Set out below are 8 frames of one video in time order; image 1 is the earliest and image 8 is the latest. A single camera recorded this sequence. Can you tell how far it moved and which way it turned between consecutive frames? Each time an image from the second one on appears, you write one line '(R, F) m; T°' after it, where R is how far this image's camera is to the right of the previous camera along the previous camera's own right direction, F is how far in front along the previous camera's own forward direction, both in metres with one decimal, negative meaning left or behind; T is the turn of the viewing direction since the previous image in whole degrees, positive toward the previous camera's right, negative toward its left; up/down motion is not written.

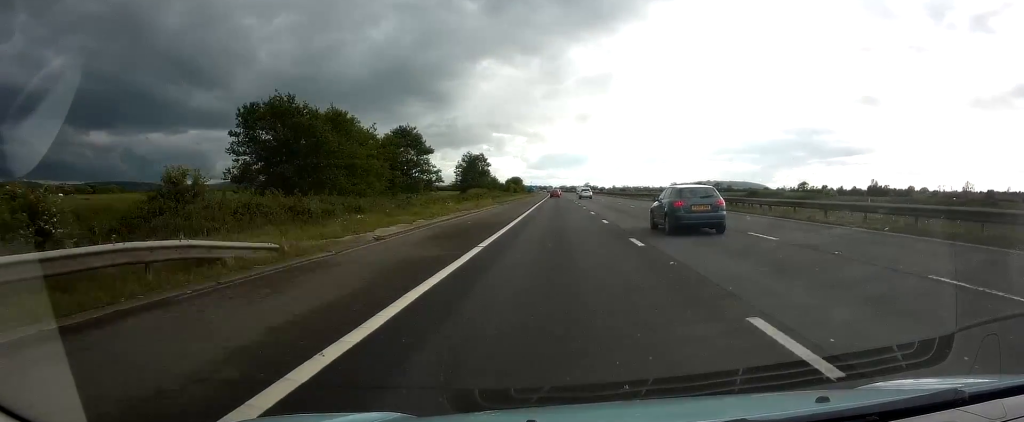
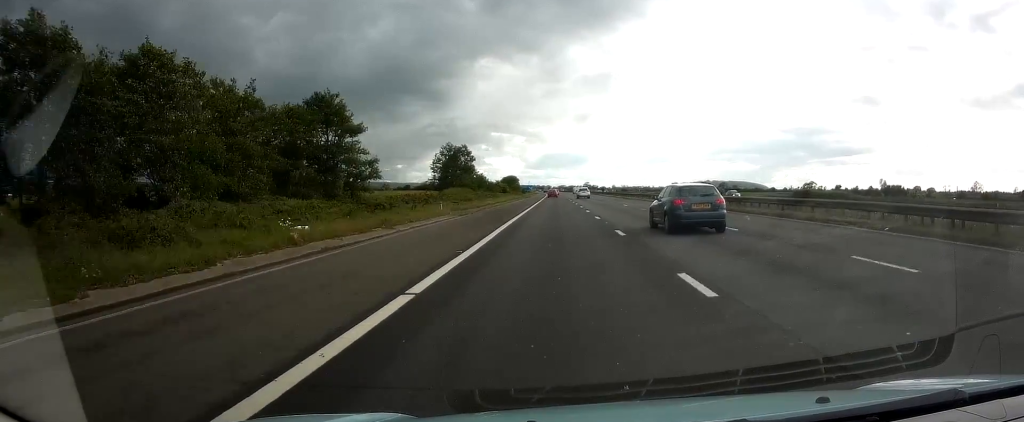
(0.0, +24.1) m; 0°
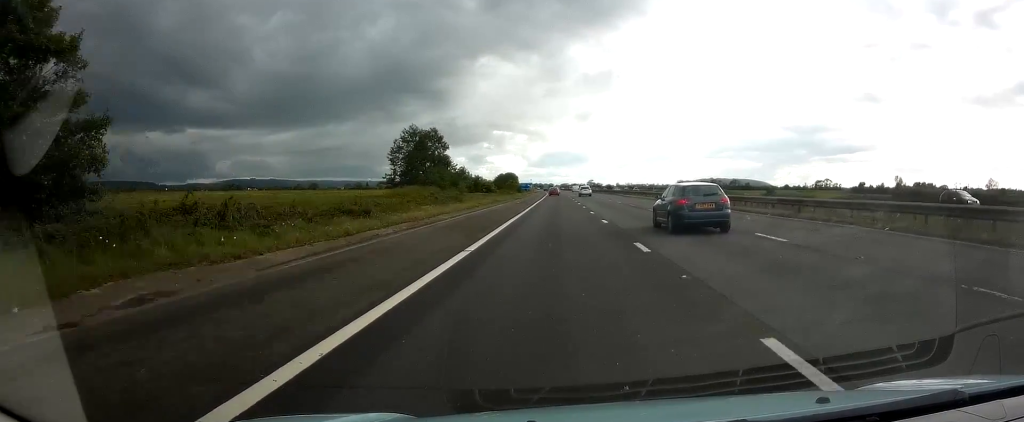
(-0.2, +30.5) m; 0°
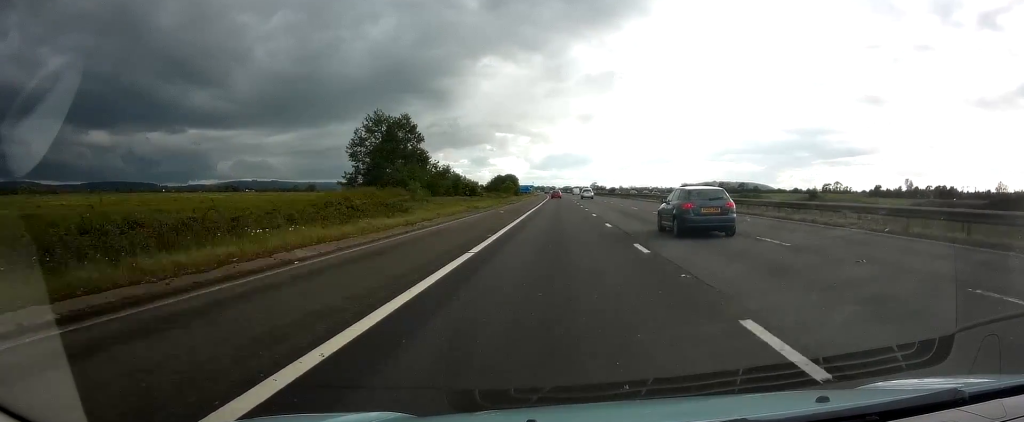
(-0.1, +17.8) m; 0°
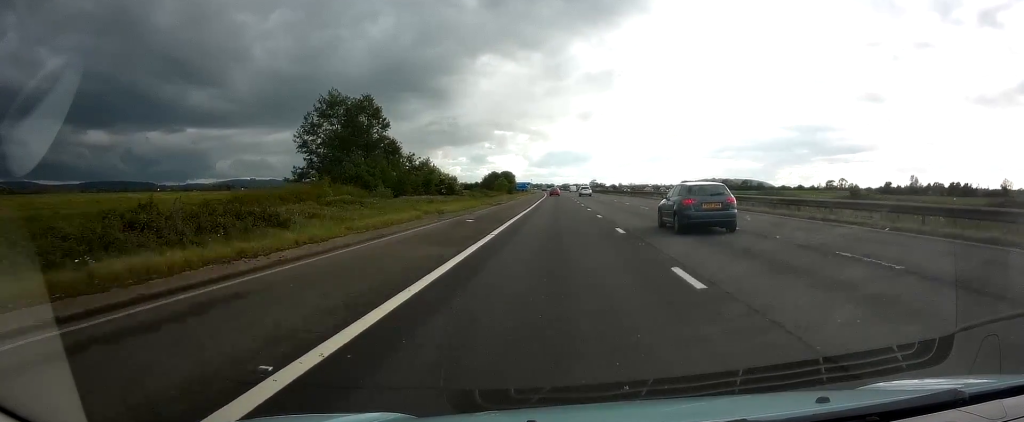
(+0.1, +13.6) m; 0°
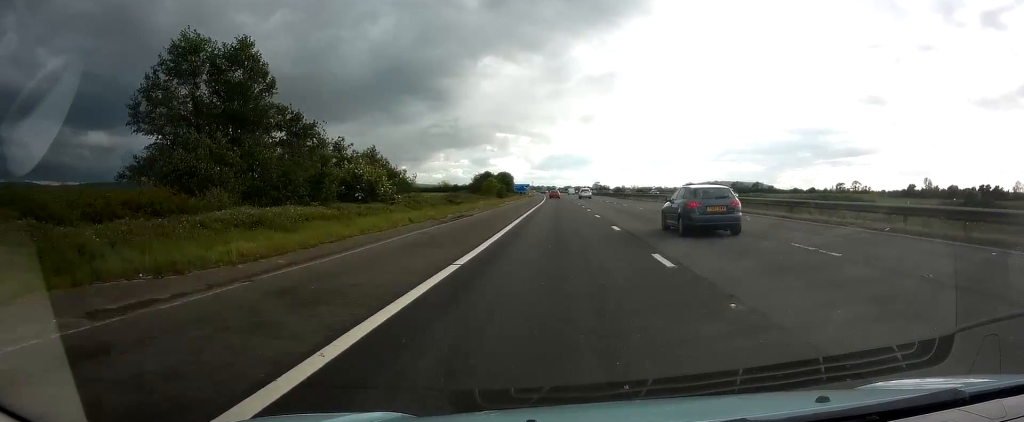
(+0.1, +24.0) m; 0°
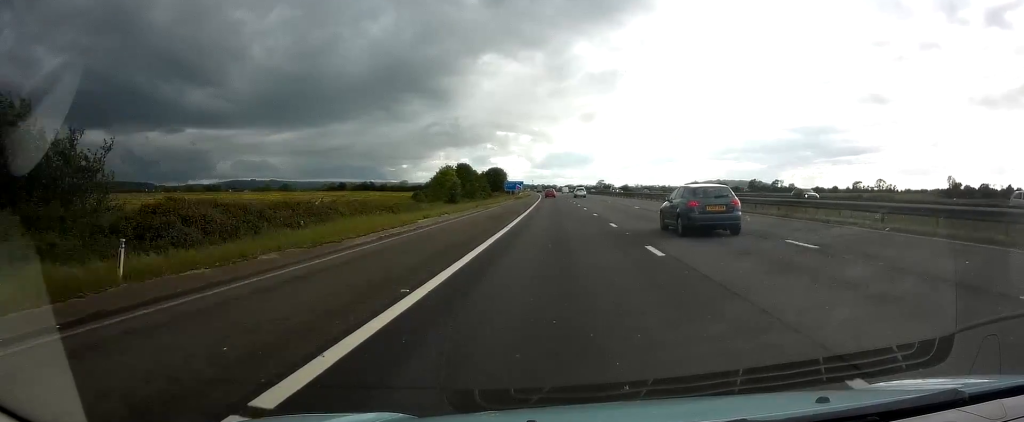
(-0.2, +42.9) m; -1°
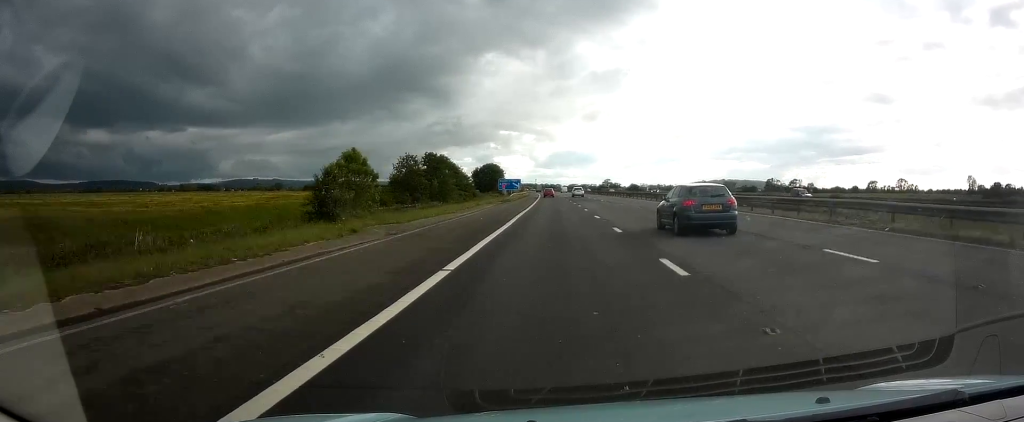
(-0.4, +29.5) m; -1°
